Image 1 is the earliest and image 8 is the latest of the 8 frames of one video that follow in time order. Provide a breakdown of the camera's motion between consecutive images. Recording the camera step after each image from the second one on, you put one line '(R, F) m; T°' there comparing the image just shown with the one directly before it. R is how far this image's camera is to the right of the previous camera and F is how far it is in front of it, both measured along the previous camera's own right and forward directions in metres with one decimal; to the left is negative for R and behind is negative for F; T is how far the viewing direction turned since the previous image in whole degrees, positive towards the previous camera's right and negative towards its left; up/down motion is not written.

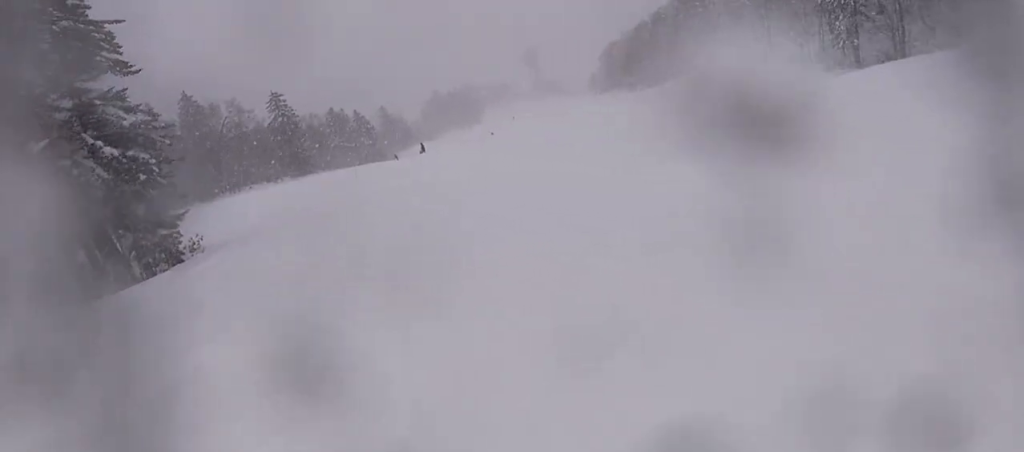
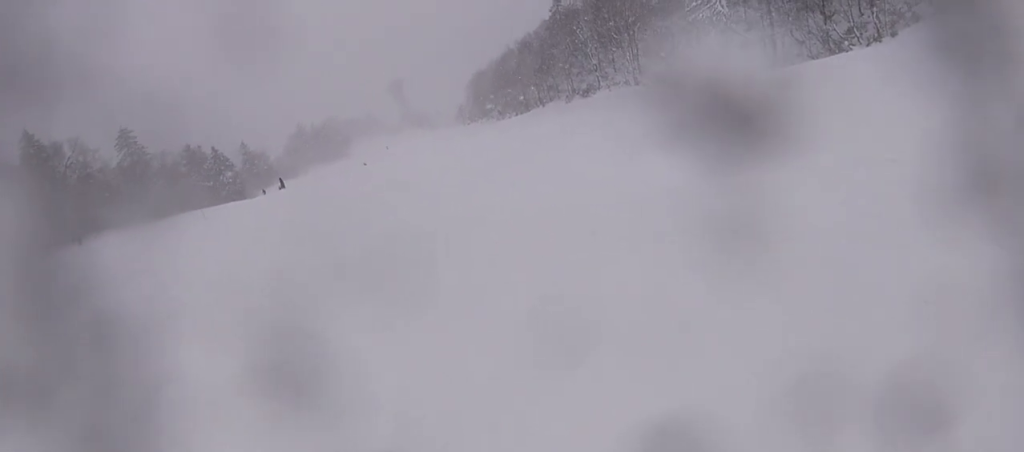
(+1.4, +3.5) m; +20°
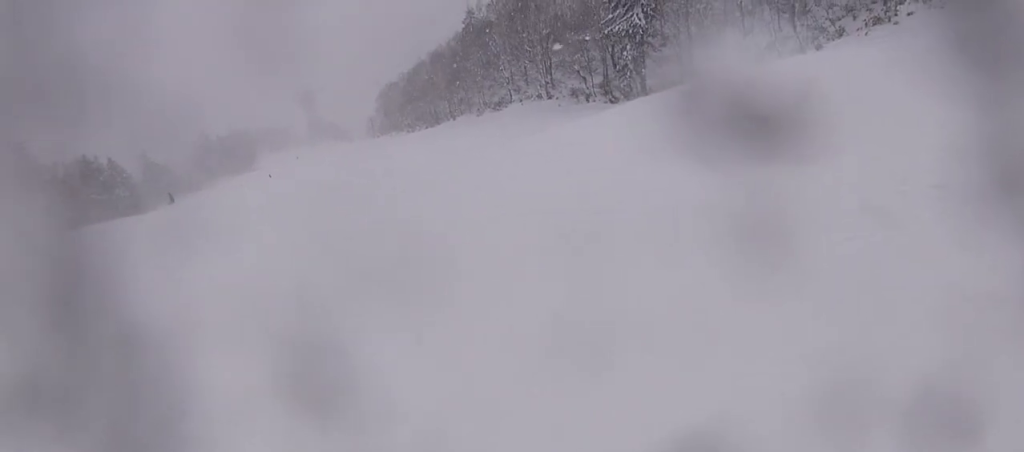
(+0.3, +3.2) m; +5°
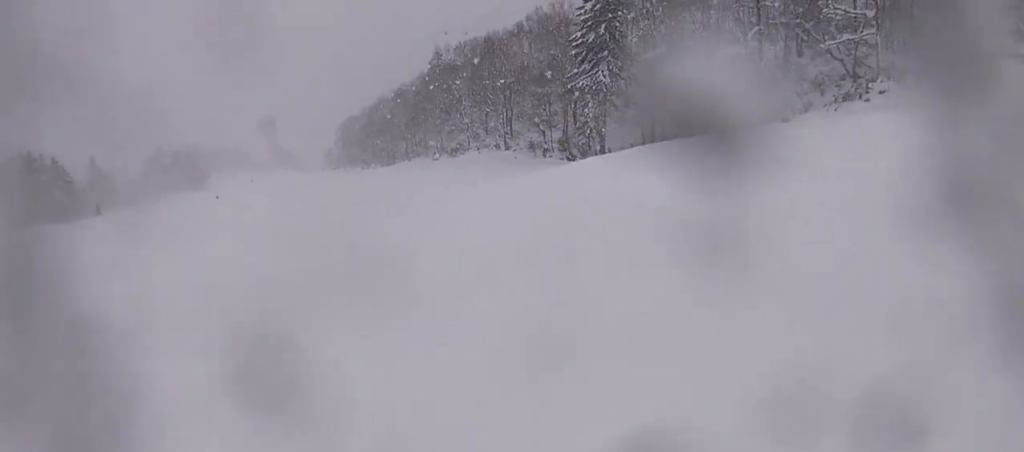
(0.0, +3.1) m; -1°
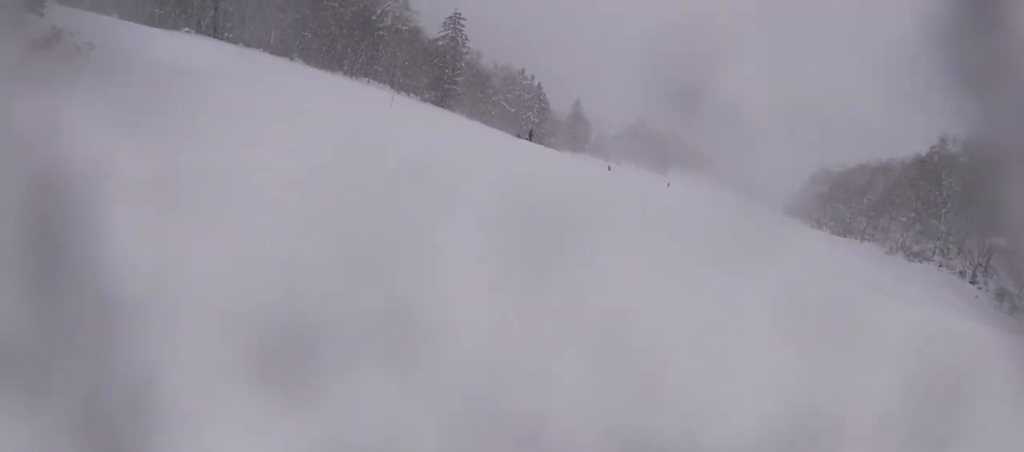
(-2.2, +6.7) m; -39°
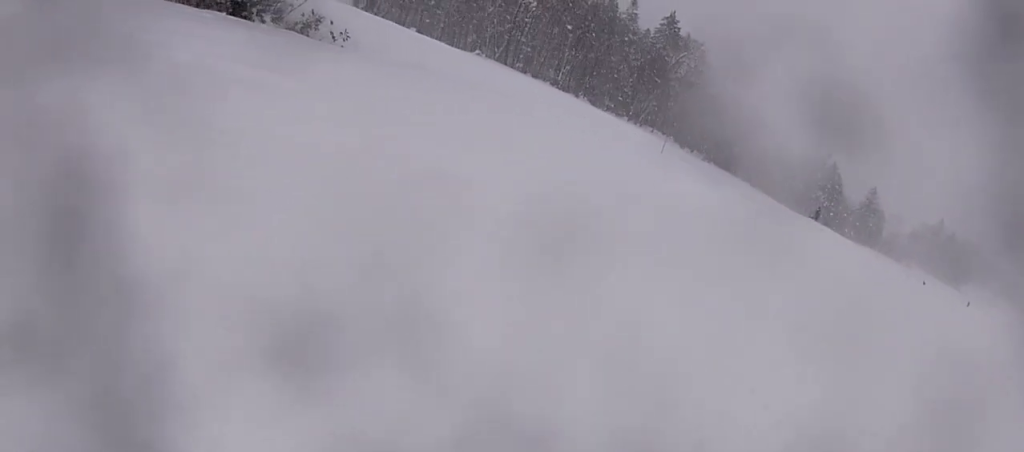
(-1.0, +4.6) m; -19°
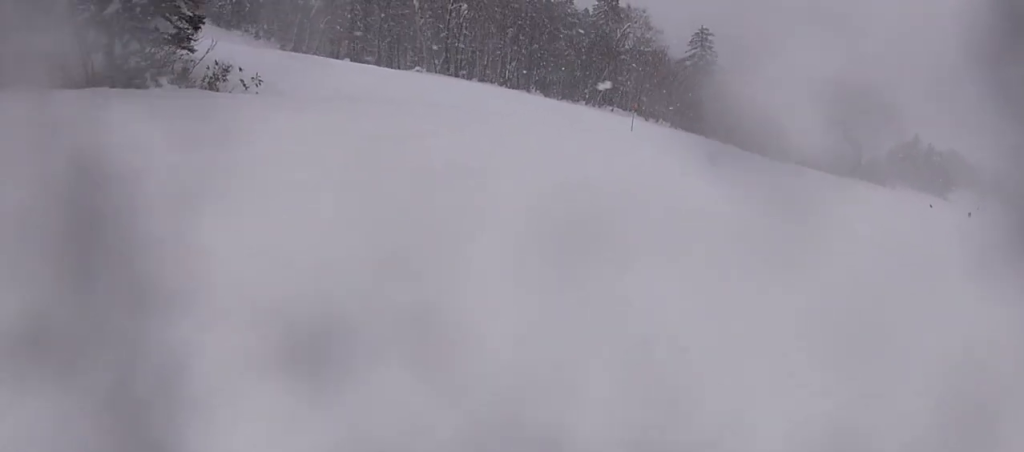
(+0.4, +3.4) m; -11°
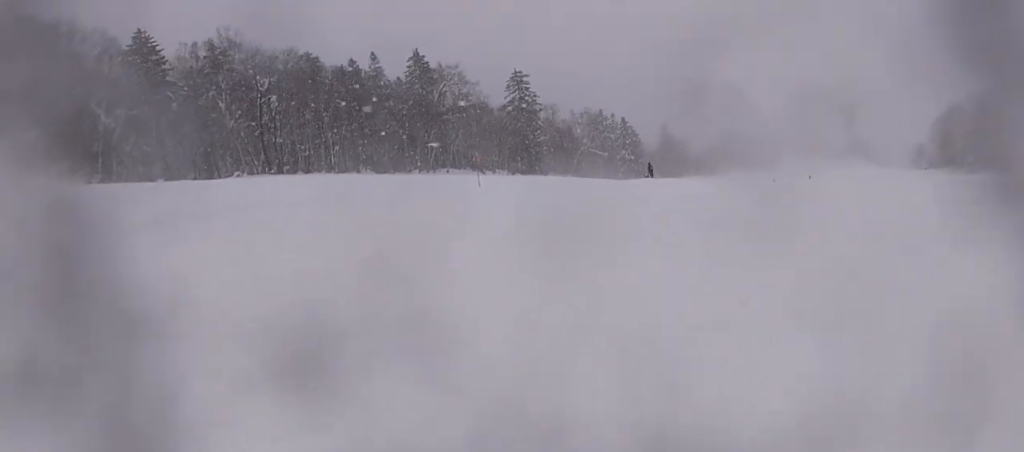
(-1.1, +3.7) m; +11°
